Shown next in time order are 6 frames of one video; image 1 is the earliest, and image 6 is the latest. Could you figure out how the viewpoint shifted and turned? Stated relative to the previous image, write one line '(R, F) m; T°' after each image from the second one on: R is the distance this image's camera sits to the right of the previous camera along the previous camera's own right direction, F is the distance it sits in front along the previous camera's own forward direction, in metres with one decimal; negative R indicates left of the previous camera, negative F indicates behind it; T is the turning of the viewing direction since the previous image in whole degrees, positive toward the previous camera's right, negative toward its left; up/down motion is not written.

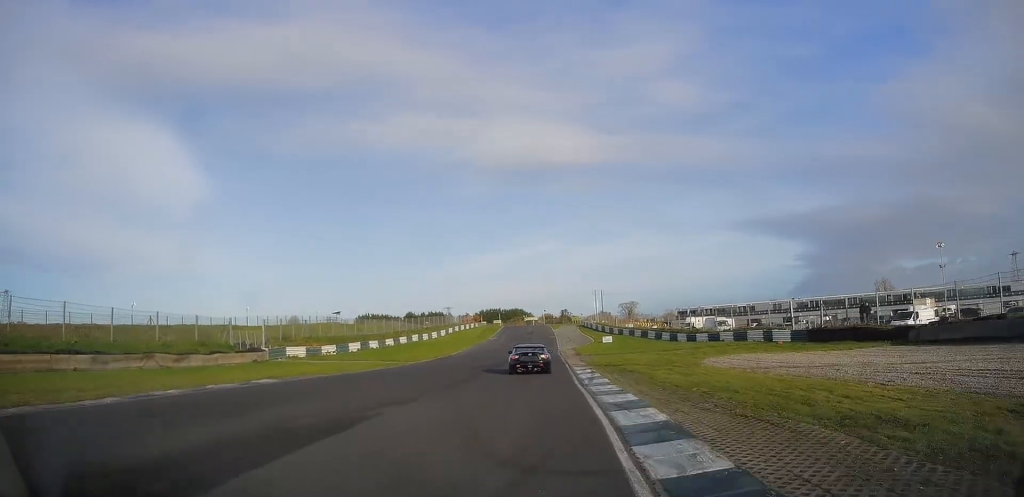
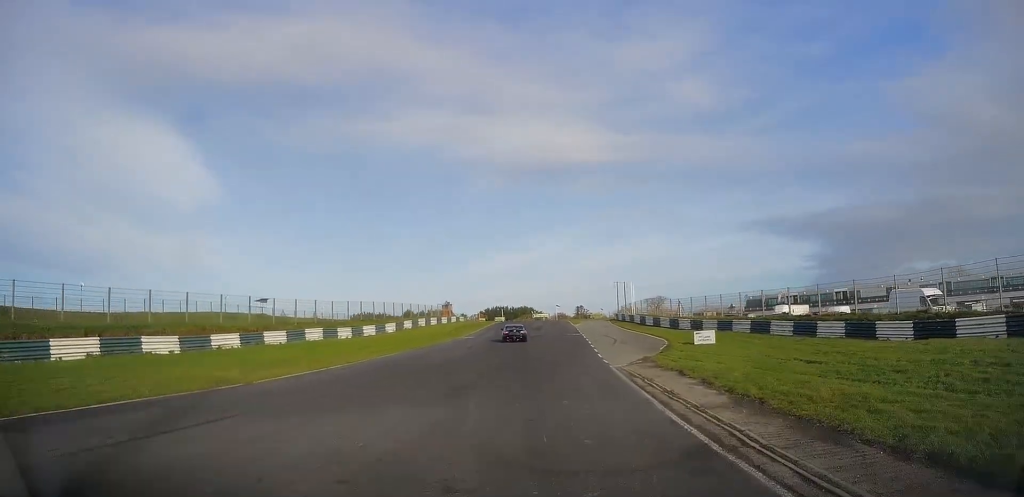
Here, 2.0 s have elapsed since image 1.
(-1.1, +44.8) m; -2°
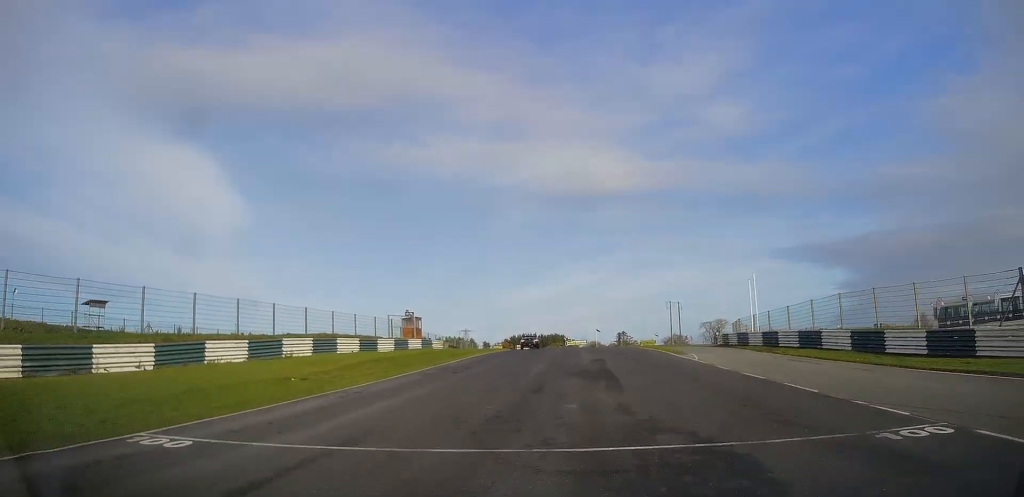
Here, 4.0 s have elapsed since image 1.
(-1.0, +47.1) m; -2°
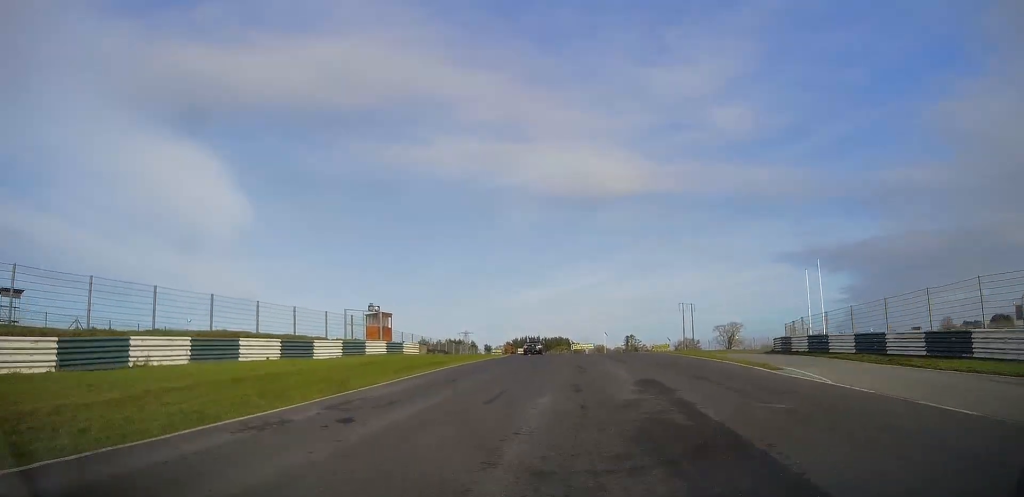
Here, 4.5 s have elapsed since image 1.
(-0.1, +12.3) m; 0°
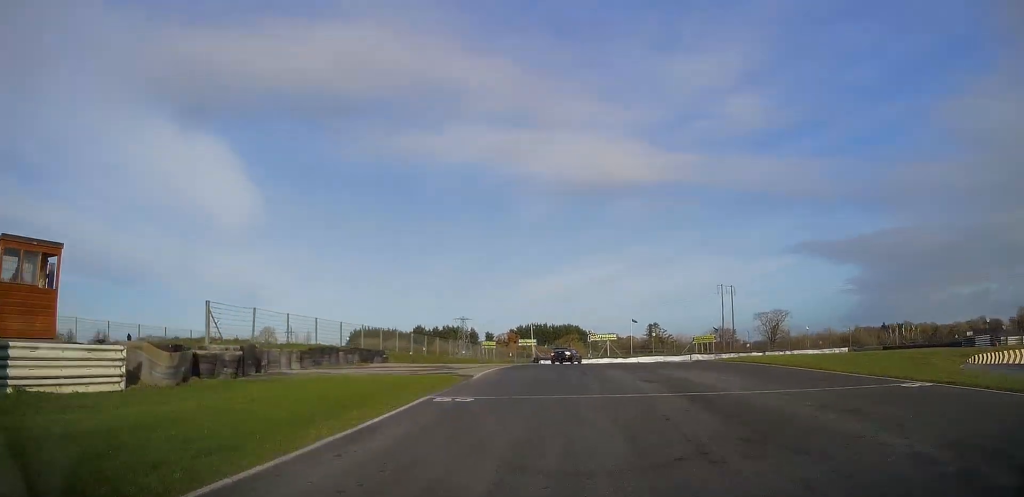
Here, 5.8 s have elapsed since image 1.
(-0.3, +33.2) m; -1°
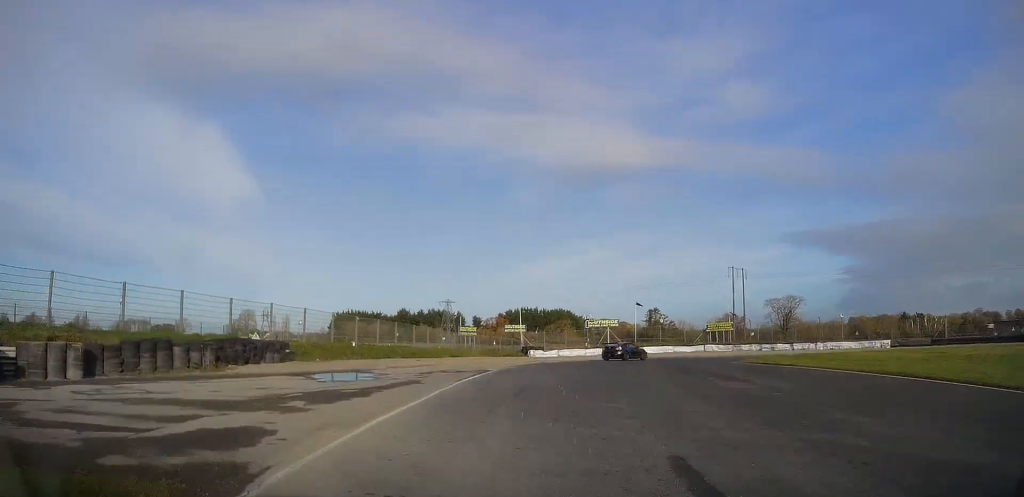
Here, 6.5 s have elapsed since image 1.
(0.0, +16.0) m; +1°
